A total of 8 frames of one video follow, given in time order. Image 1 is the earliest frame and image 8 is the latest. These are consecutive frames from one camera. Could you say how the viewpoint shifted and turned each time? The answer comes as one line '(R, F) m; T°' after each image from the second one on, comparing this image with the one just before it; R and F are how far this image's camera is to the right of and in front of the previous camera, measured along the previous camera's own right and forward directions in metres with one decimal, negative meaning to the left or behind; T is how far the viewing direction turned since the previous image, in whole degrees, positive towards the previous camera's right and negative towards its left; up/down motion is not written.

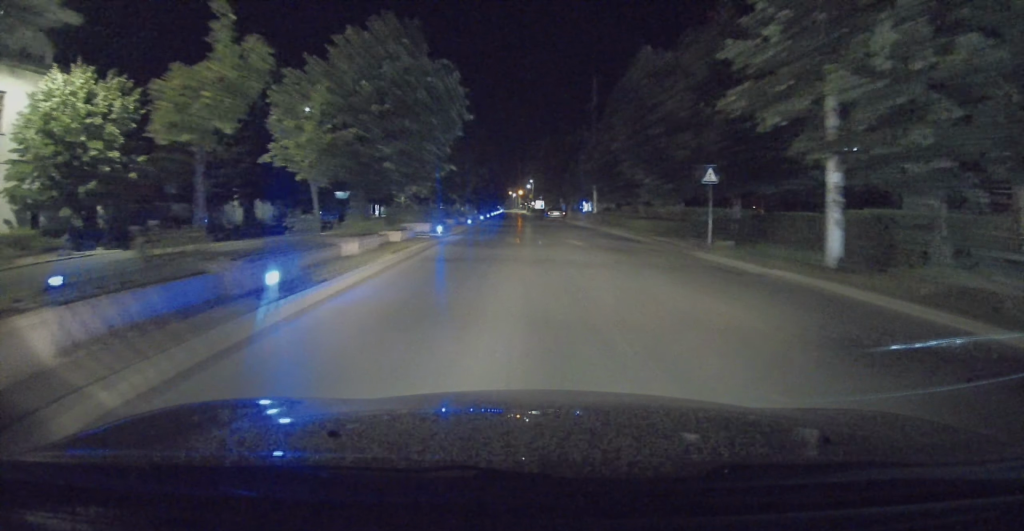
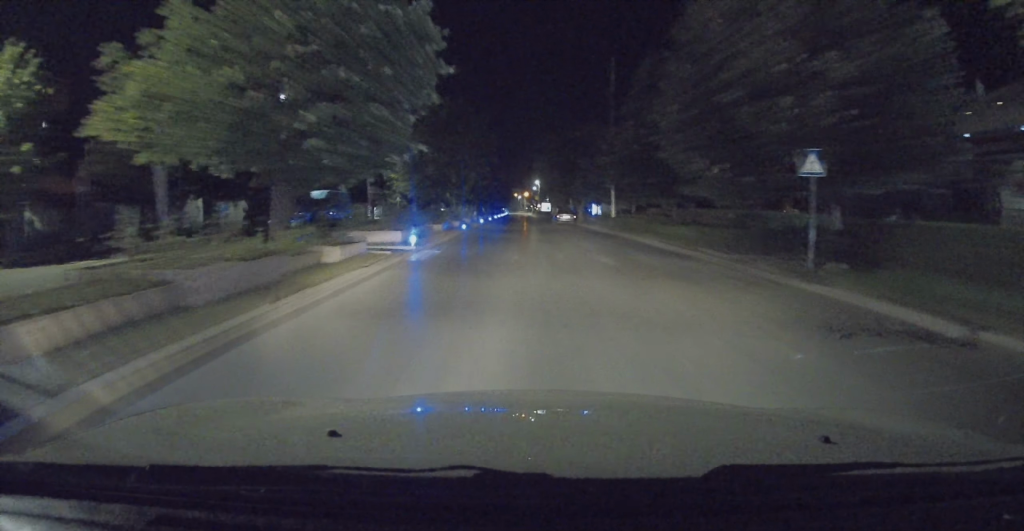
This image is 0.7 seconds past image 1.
(0.0, +6.3) m; -2°
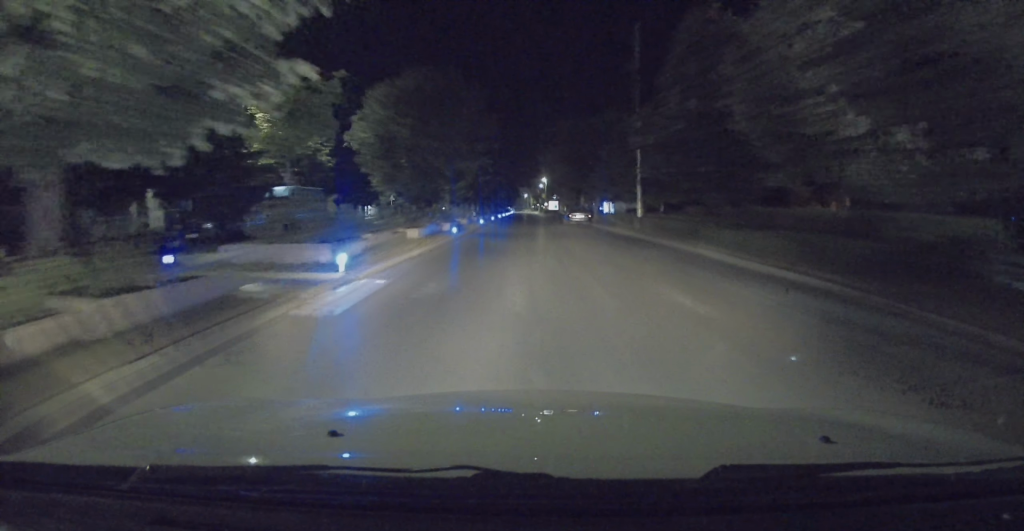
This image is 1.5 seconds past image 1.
(-0.3, +6.8) m; -2°
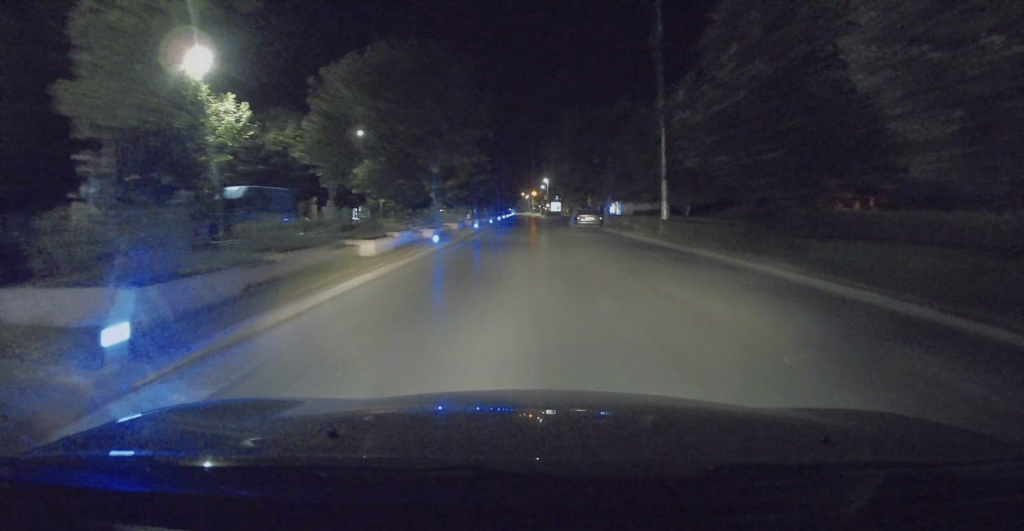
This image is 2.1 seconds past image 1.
(0.0, +5.5) m; +1°
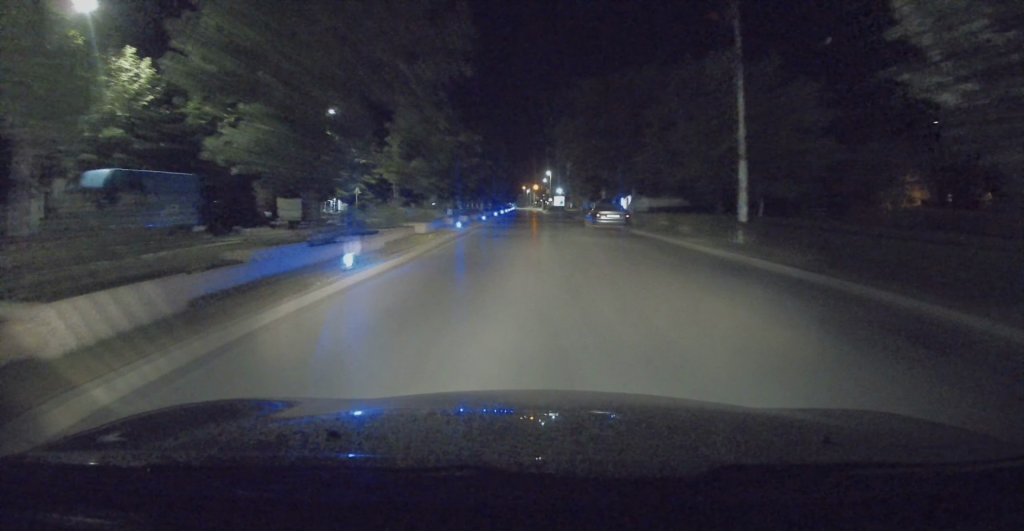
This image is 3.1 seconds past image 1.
(+0.2, +9.4) m; +3°
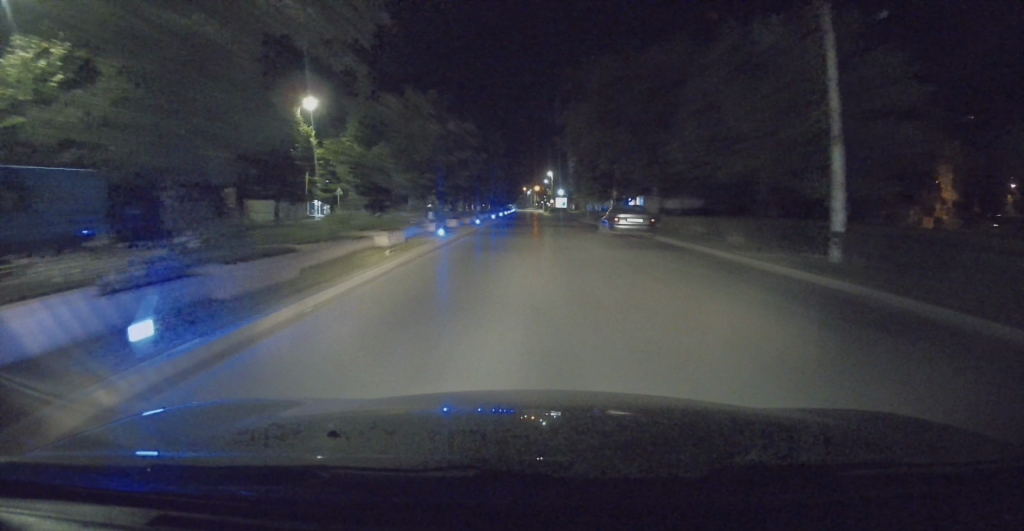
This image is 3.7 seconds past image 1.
(+0.1, +5.5) m; +1°
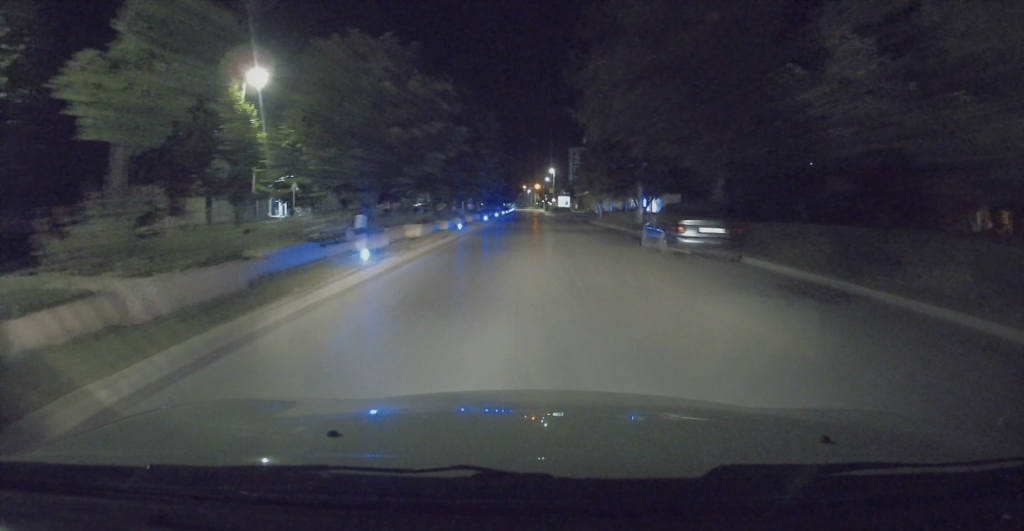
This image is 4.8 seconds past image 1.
(0.0, +9.5) m; 0°
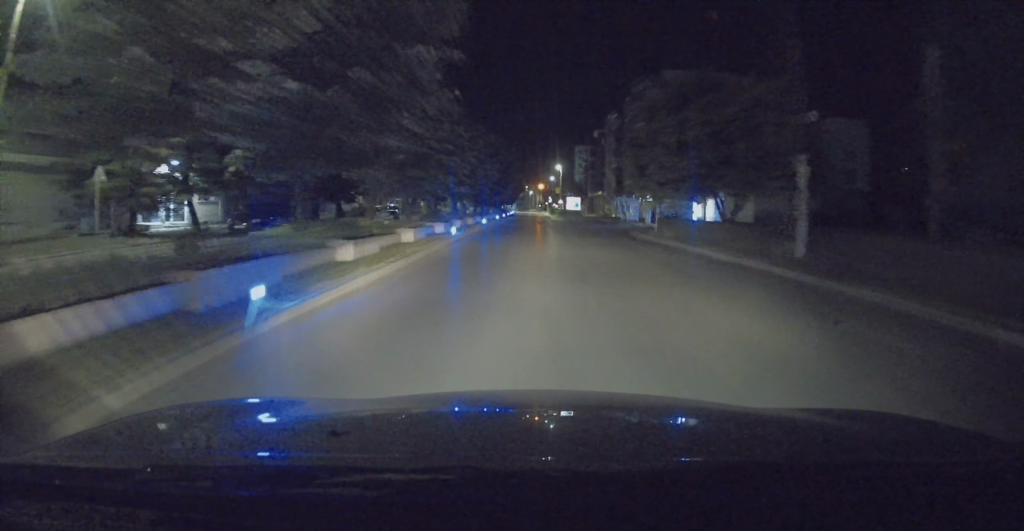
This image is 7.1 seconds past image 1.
(-1.0, +19.0) m; -5°
